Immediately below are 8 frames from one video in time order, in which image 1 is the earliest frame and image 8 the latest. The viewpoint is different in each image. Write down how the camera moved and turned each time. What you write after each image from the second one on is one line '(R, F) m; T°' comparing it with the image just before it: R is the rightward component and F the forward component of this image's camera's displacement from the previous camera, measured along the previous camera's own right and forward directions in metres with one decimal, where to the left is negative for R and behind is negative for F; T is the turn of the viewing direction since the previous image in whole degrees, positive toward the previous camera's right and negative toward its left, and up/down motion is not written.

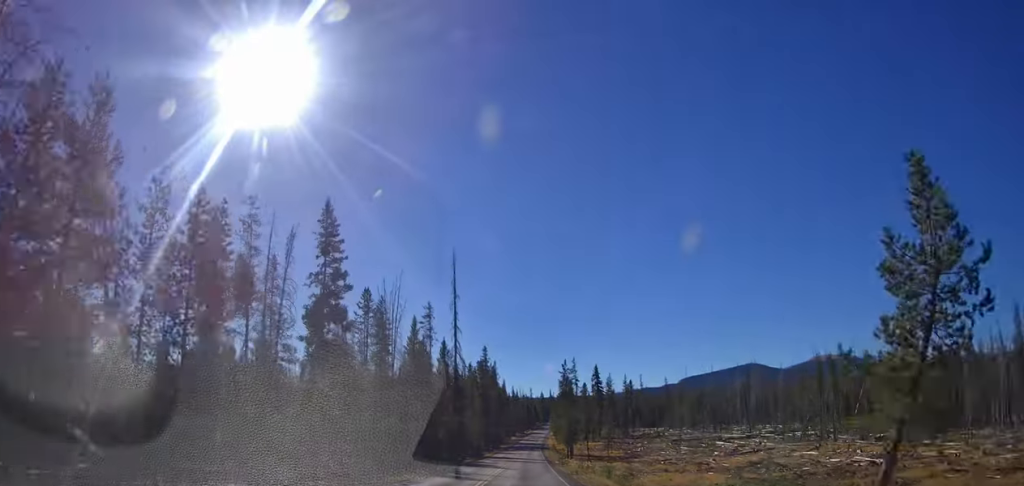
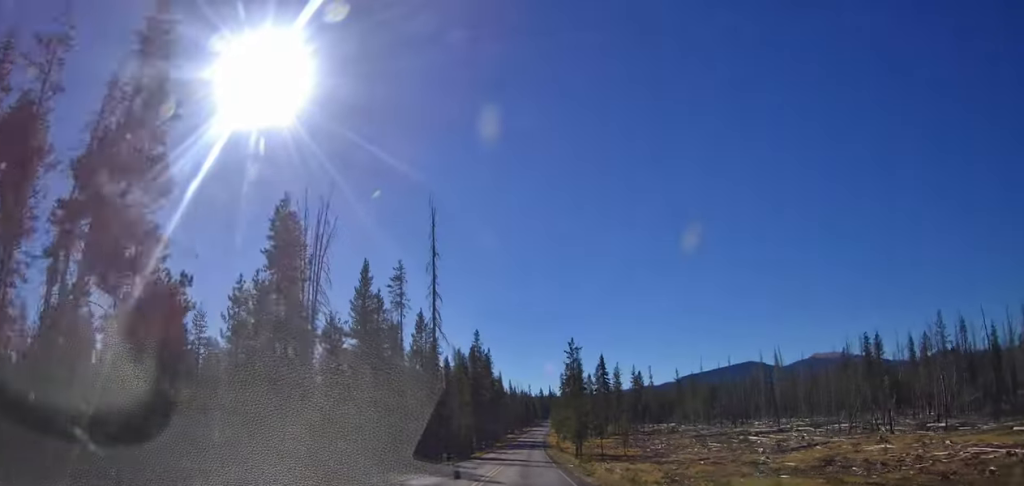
(-0.3, +18.9) m; -2°
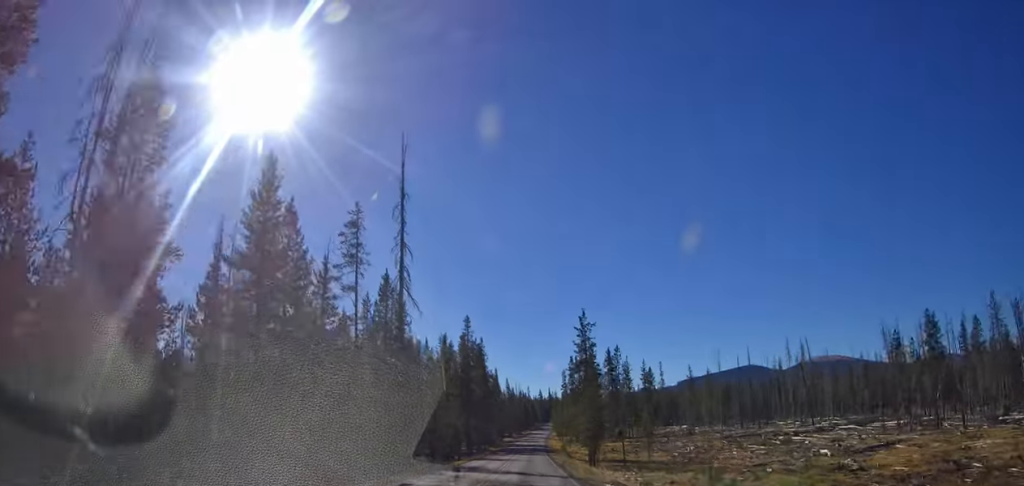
(-0.3, +17.4) m; 0°
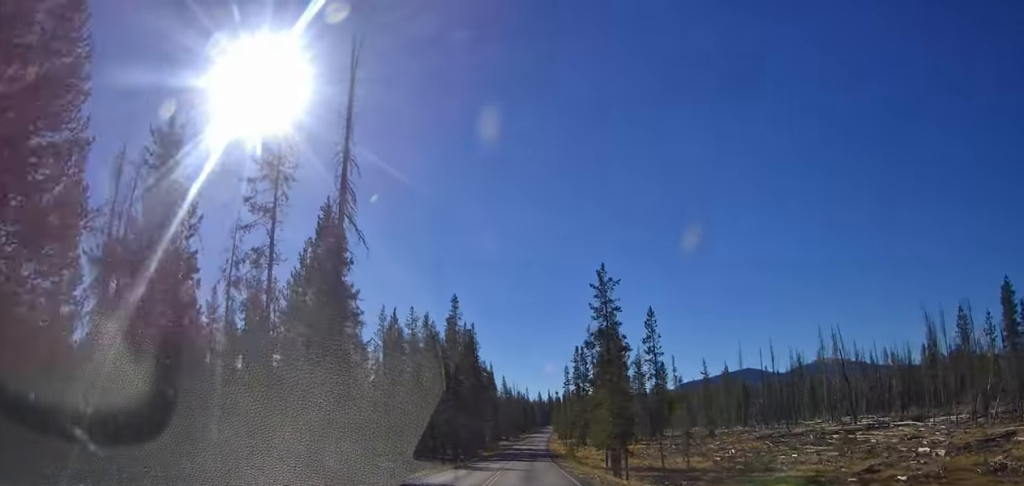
(+0.2, +16.8) m; +2°
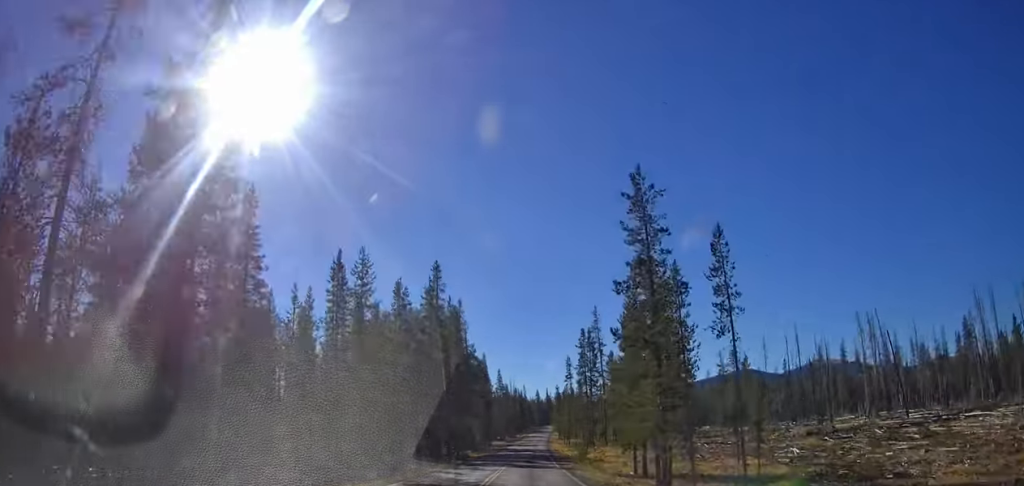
(+0.4, +16.3) m; +2°
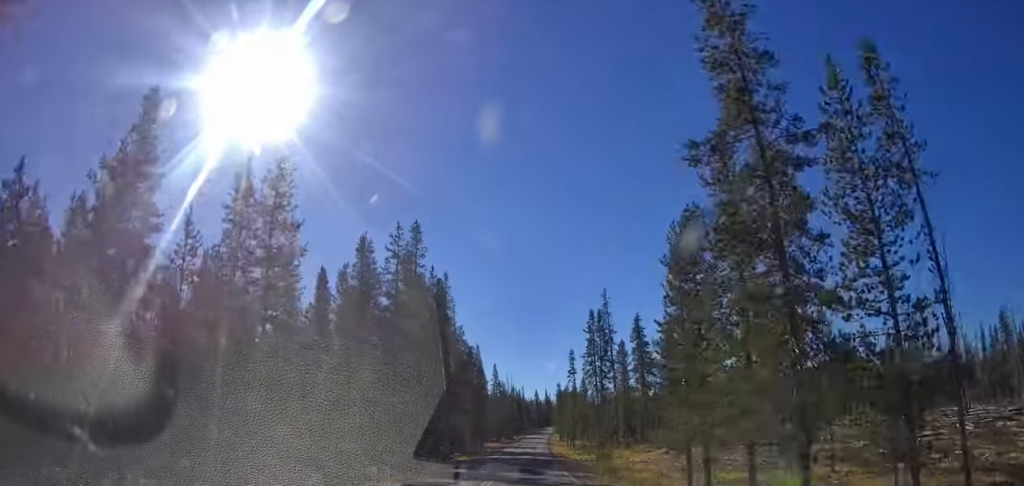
(+0.3, +14.2) m; 0°
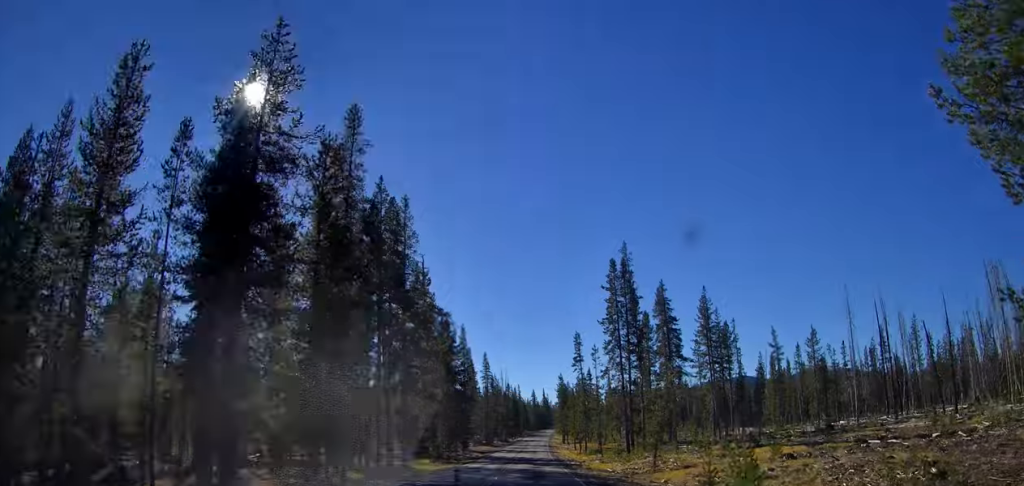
(-0.5, +23.0) m; -2°
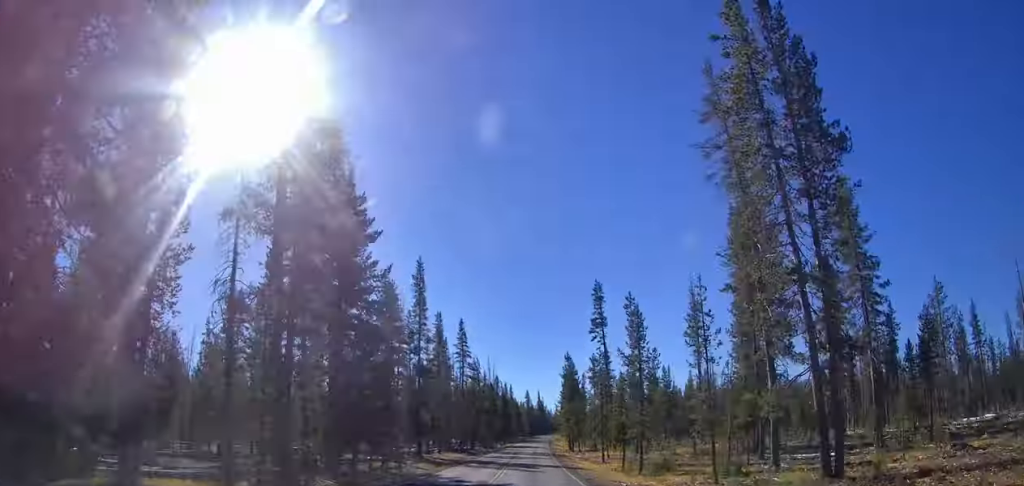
(-0.4, +37.5) m; +1°
